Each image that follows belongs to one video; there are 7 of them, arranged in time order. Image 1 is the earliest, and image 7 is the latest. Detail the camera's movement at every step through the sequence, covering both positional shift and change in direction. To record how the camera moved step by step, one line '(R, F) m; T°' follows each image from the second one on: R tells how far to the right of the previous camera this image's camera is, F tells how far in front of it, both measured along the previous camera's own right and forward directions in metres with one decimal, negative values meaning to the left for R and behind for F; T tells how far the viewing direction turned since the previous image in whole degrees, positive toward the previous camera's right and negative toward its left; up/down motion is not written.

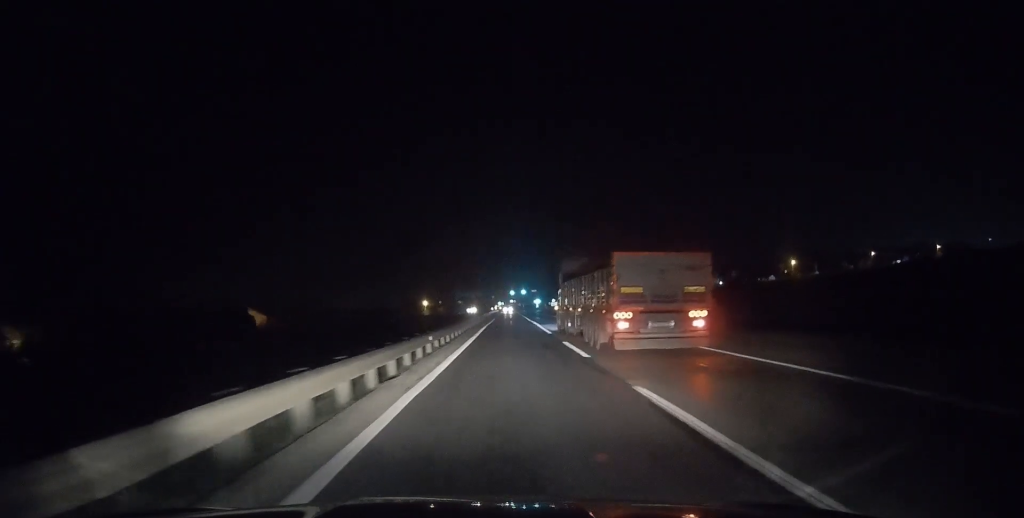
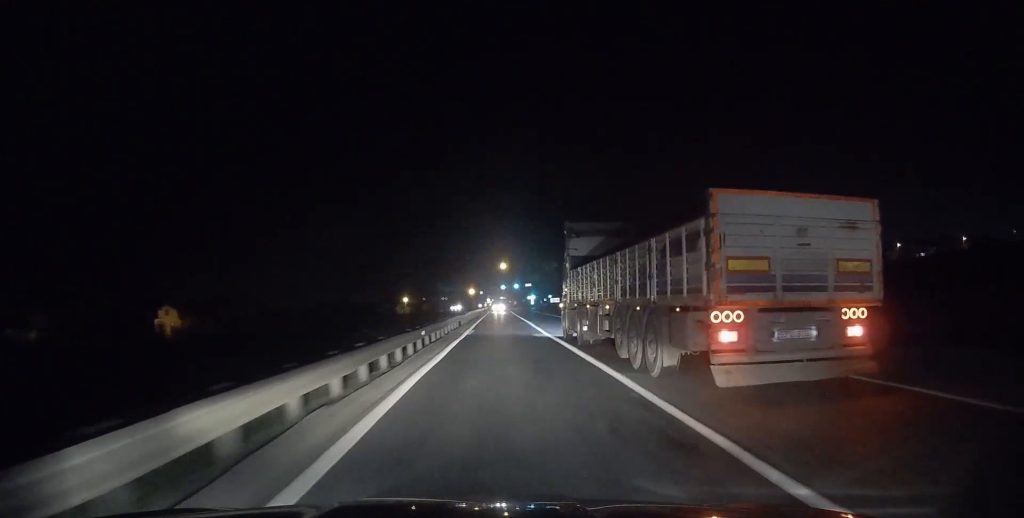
(+0.5, +31.3) m; +1°
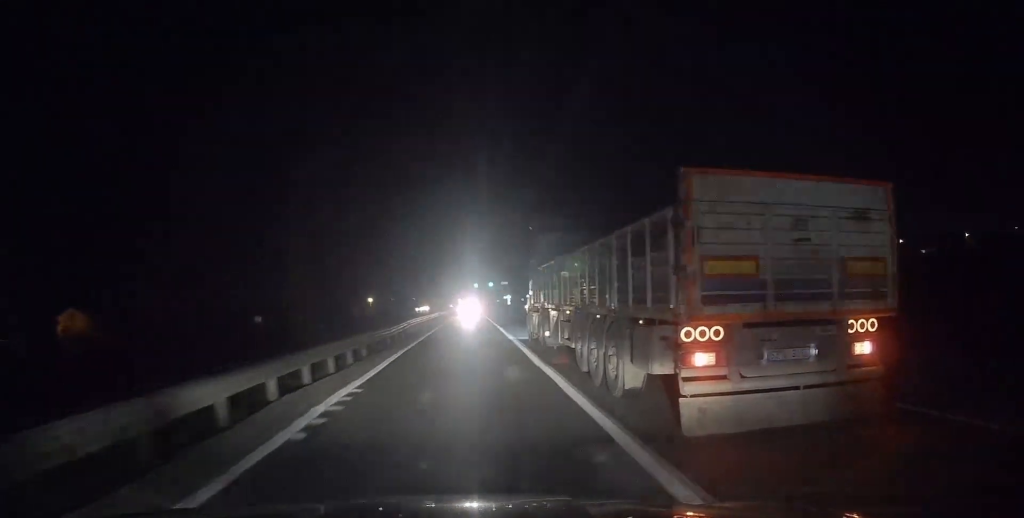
(0.0, +22.1) m; +2°
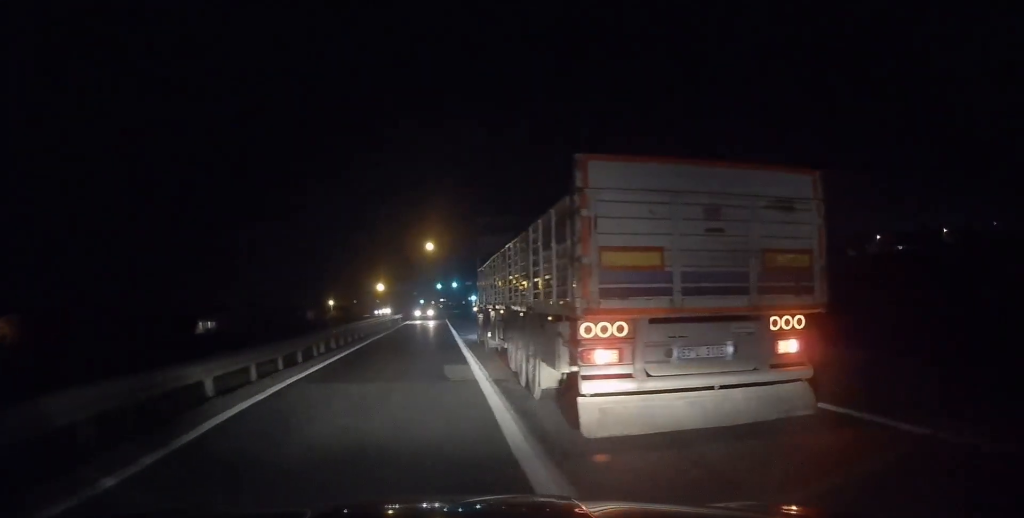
(+0.3, +7.5) m; +2°
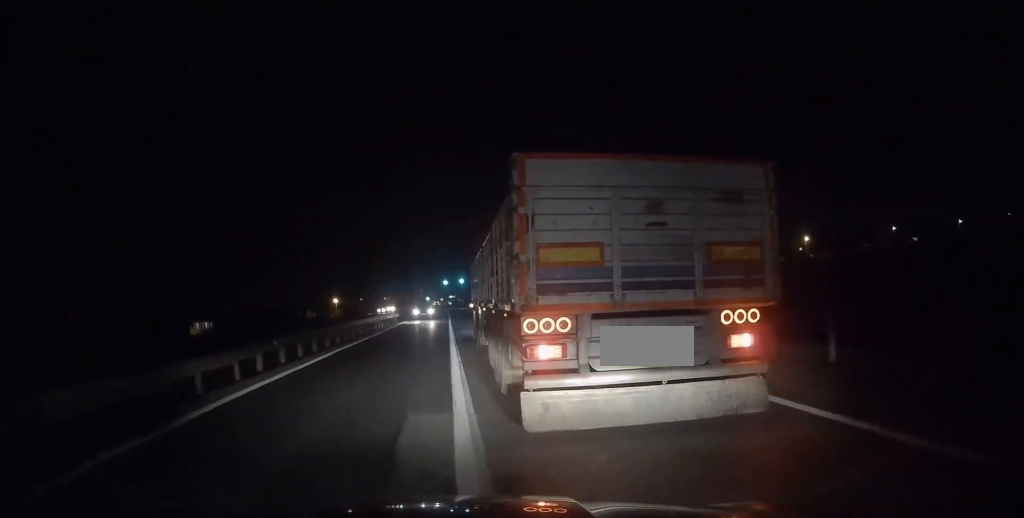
(+0.1, +6.4) m; +1°
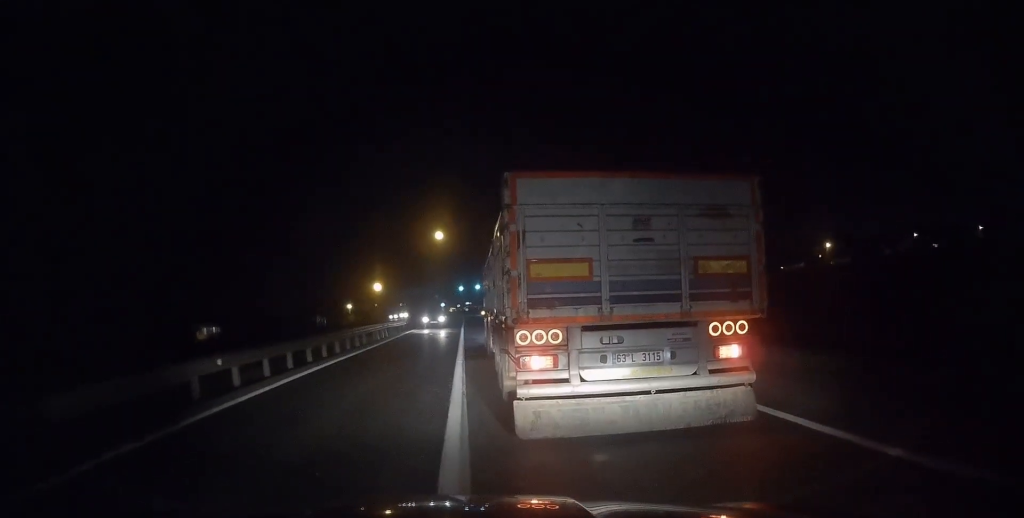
(+0.1, +4.3) m; -1°
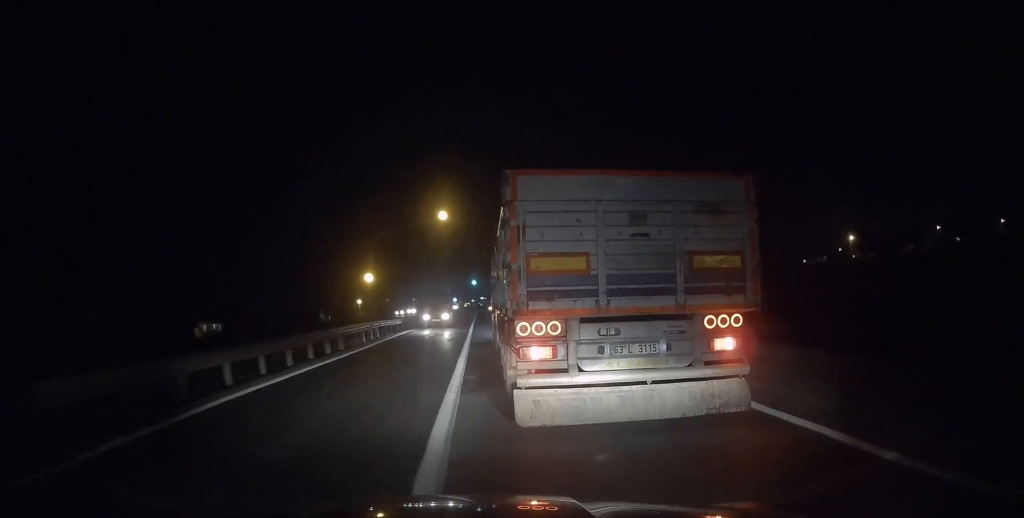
(-0.2, +7.0) m; -2°
